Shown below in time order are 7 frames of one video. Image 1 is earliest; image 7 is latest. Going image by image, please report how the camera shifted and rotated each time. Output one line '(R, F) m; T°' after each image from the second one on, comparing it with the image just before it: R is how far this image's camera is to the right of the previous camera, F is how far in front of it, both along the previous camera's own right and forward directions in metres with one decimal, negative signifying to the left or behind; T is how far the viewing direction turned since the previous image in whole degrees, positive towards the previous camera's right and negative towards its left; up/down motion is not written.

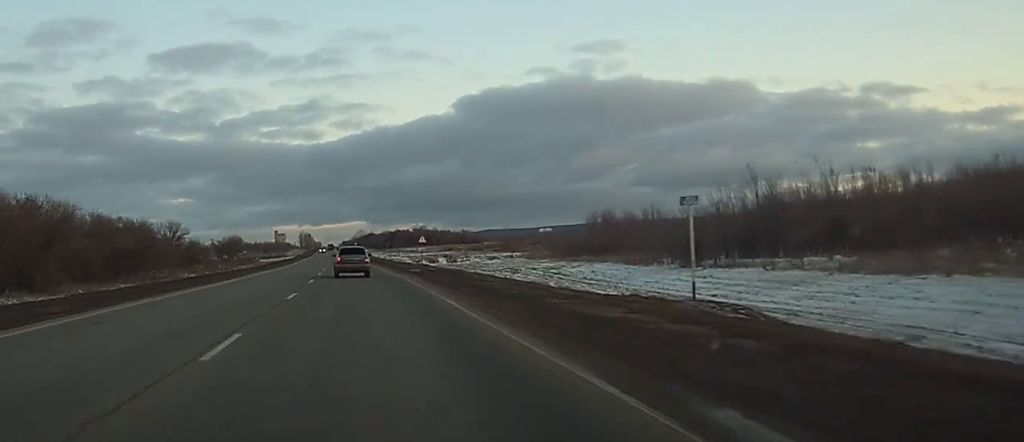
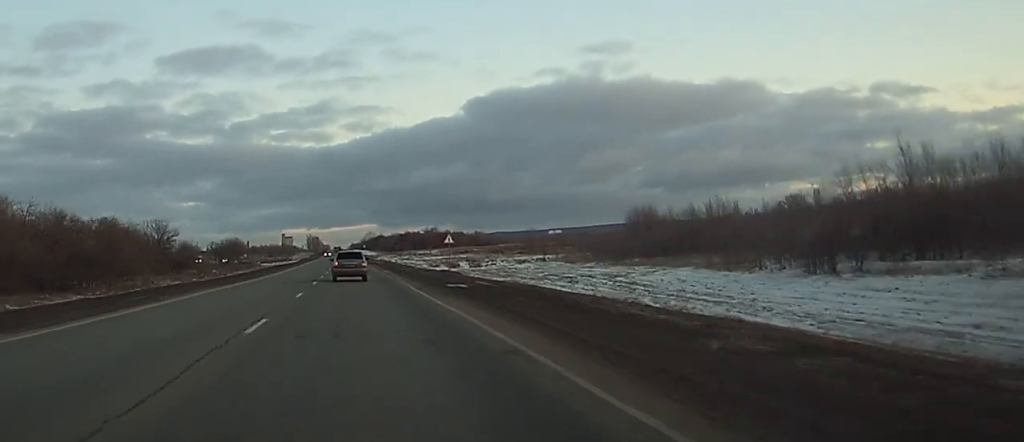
(-0.1, +20.0) m; -1°
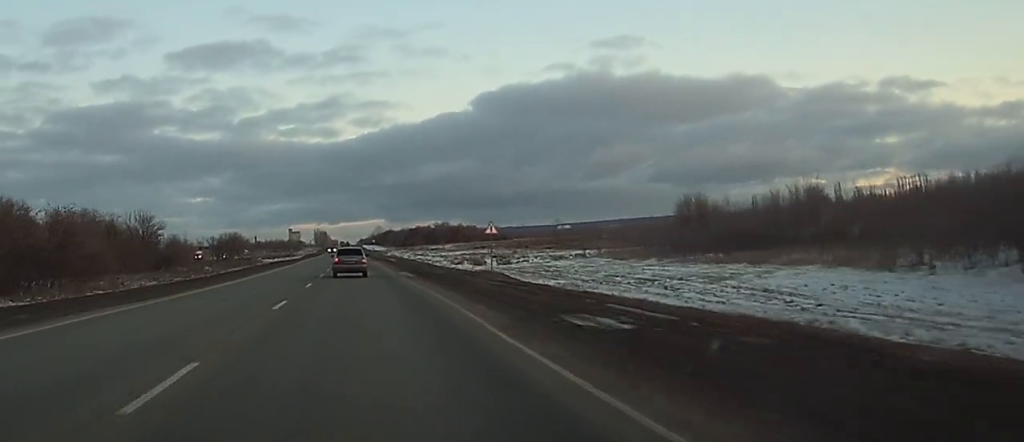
(-0.1, +19.1) m; -1°
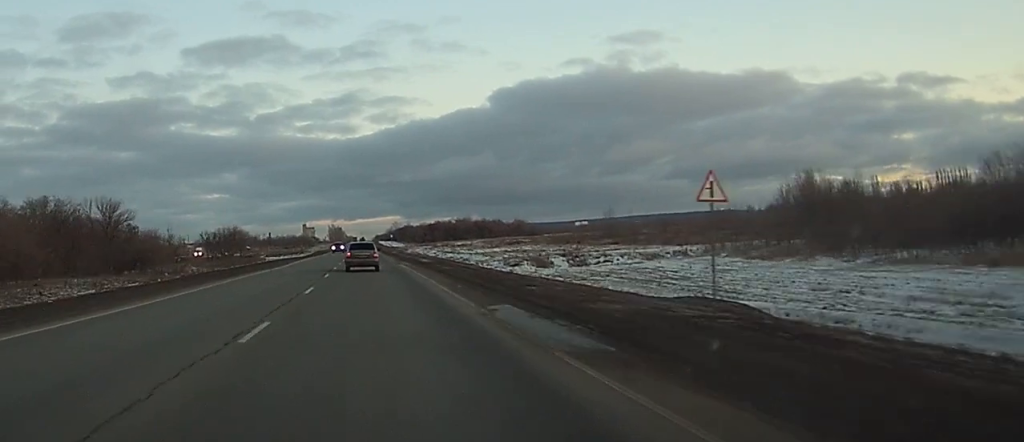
(-0.2, +30.6) m; -1°
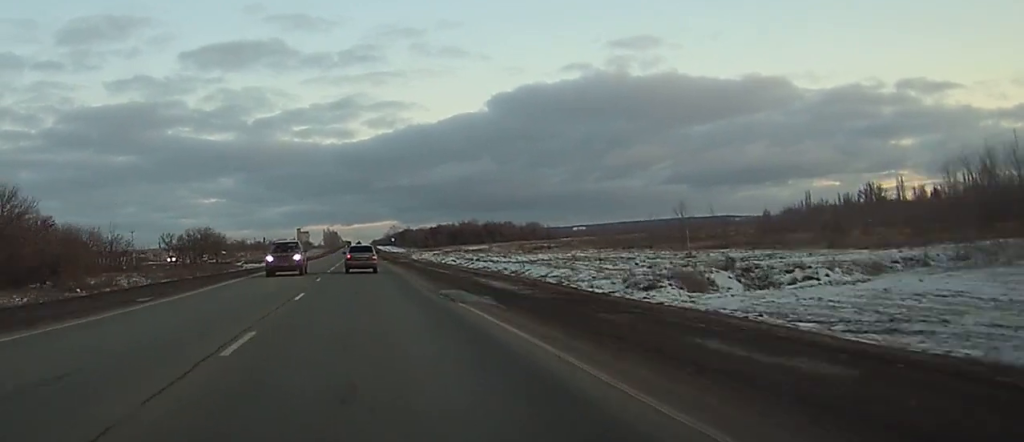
(-0.4, +37.0) m; -1°
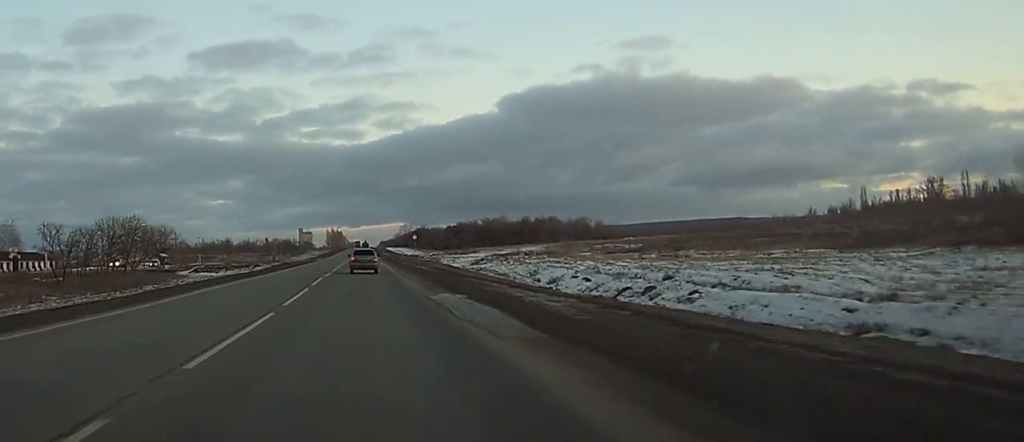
(0.0, +66.7) m; 0°
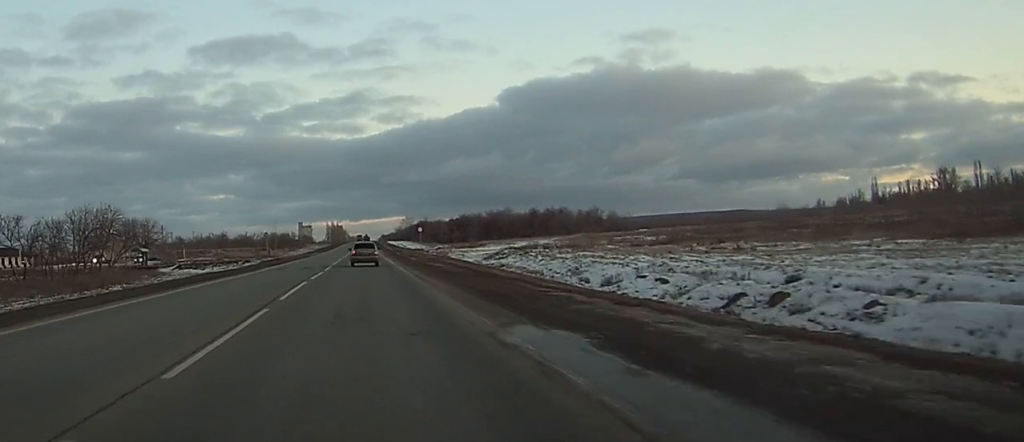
(0.0, +12.7) m; 0°
